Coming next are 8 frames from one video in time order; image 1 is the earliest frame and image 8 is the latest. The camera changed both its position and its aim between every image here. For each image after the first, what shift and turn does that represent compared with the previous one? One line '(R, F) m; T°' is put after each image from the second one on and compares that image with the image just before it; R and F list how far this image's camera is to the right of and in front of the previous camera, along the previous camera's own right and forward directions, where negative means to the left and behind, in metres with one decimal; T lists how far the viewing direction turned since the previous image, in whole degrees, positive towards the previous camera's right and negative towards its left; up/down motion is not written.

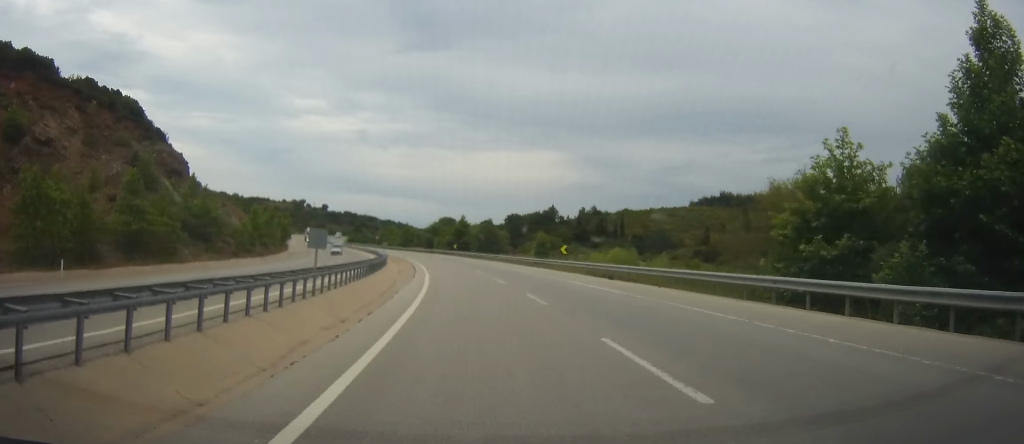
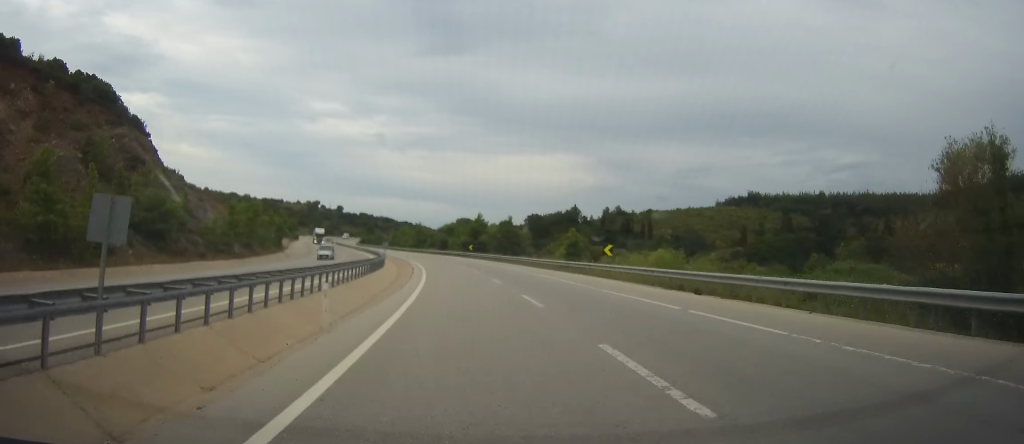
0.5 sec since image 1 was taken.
(0.0, +13.2) m; -2°
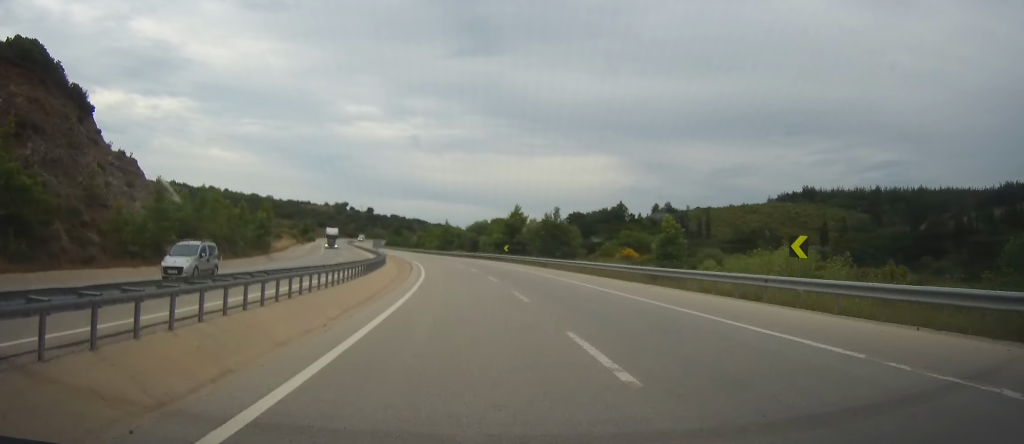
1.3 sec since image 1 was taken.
(-0.8, +22.1) m; -3°
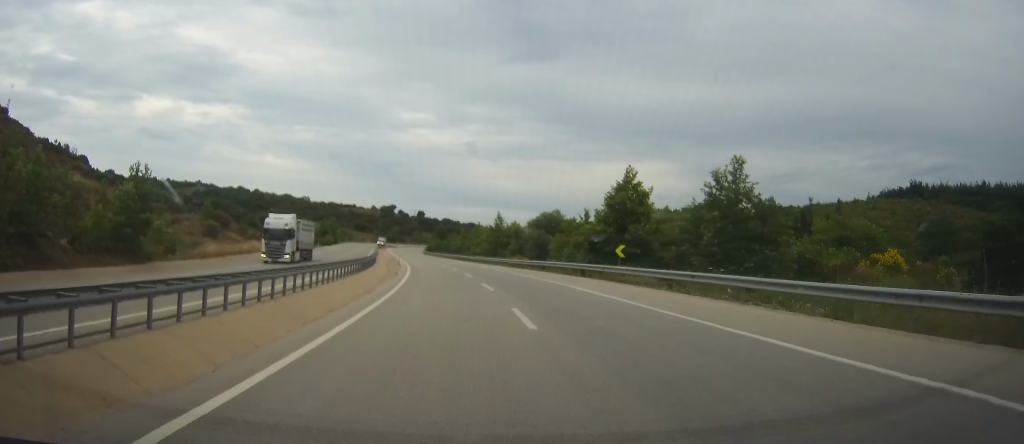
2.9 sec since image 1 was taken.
(-2.3, +44.6) m; -6°
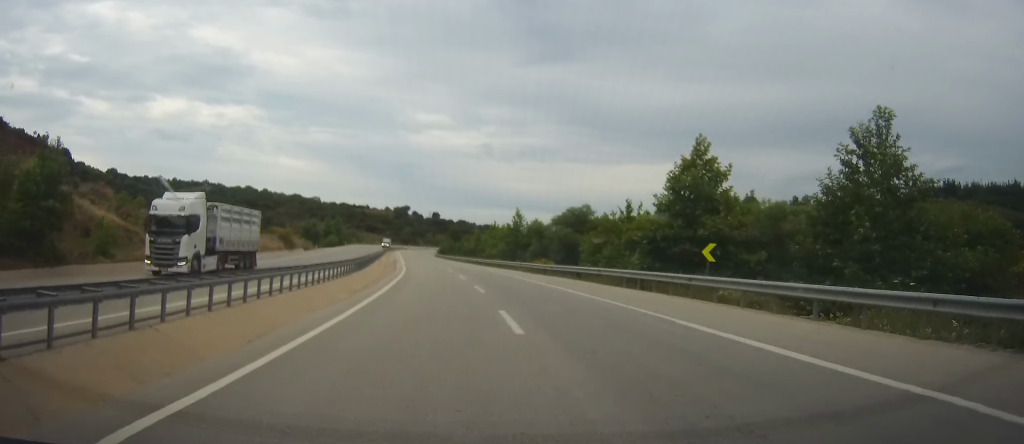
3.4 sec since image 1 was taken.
(-0.1, +12.3) m; -2°
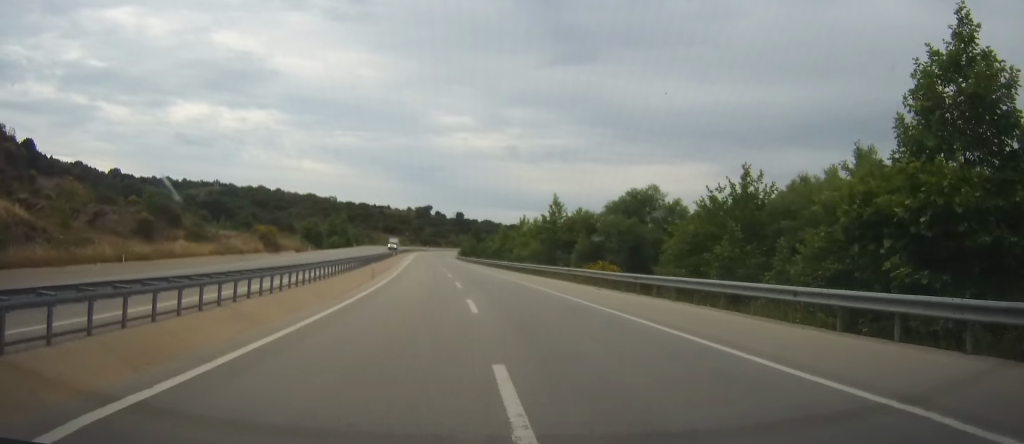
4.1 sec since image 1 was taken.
(-0.4, +20.0) m; -1°
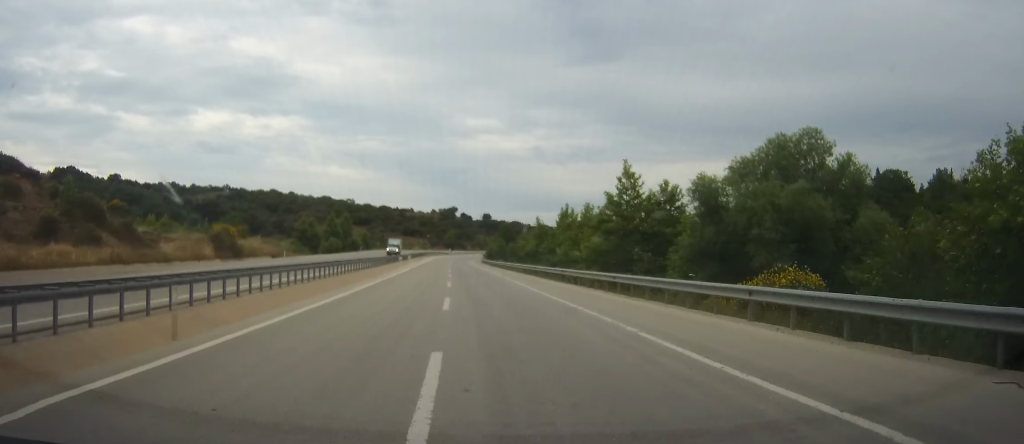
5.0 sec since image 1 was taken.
(-0.2, +24.1) m; -2°
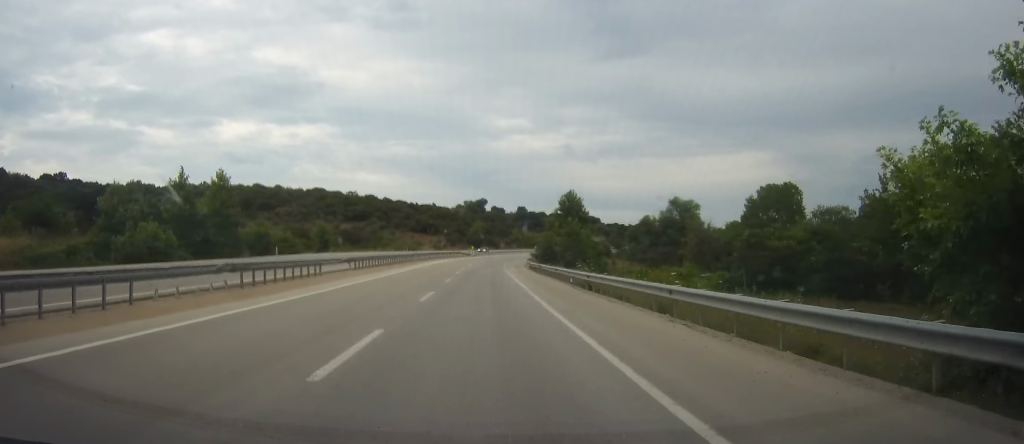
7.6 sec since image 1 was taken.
(-5.0, +69.8) m; -8°
